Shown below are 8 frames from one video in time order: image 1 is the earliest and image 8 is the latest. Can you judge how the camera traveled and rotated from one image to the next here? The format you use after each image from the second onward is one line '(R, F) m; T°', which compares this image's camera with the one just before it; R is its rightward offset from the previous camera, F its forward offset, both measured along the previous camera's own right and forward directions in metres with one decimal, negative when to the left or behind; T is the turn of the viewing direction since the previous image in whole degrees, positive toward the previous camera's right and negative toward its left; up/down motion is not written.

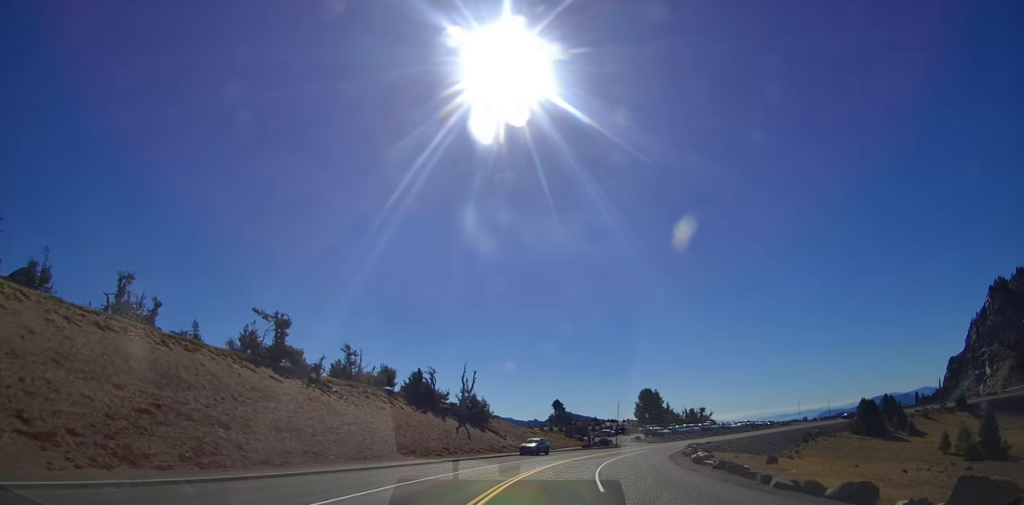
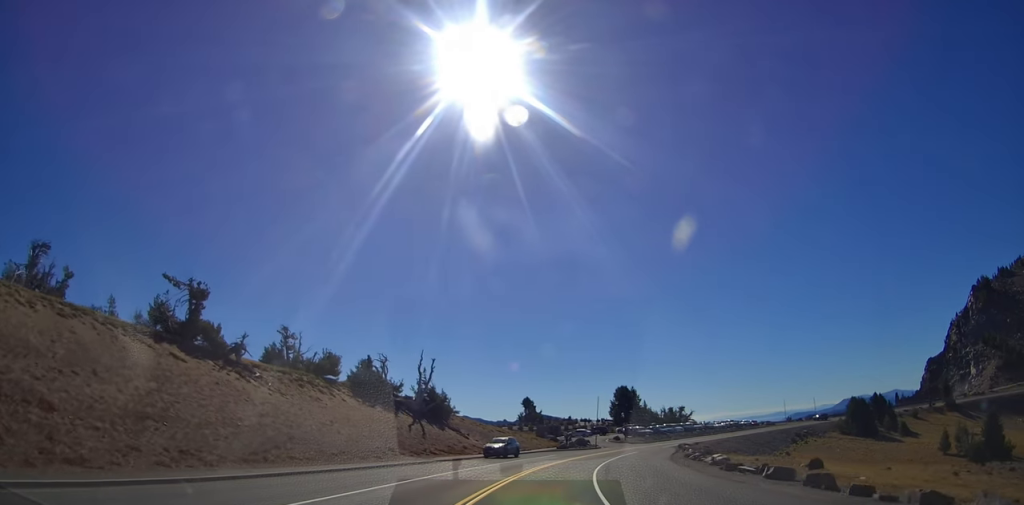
(+0.3, +9.7) m; +4°
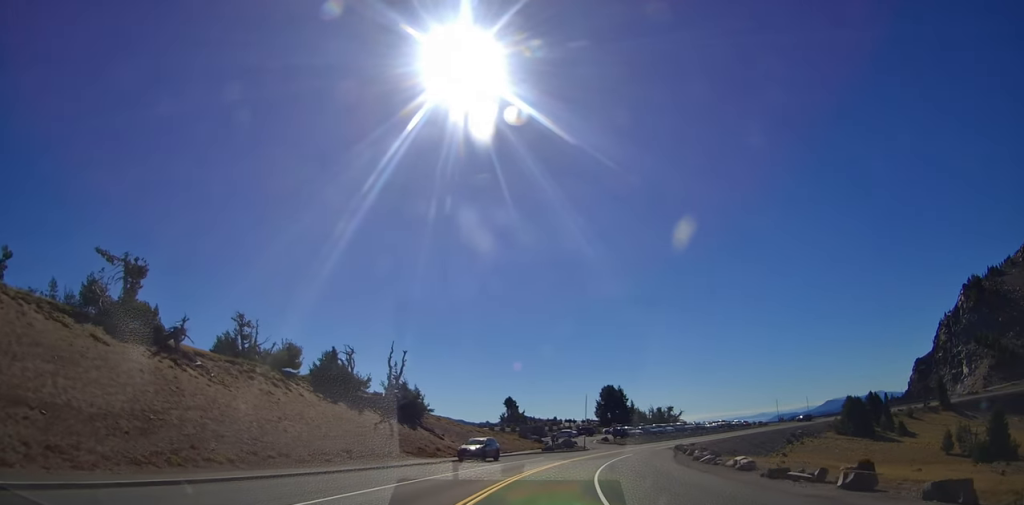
(+0.1, +5.9) m; +3°
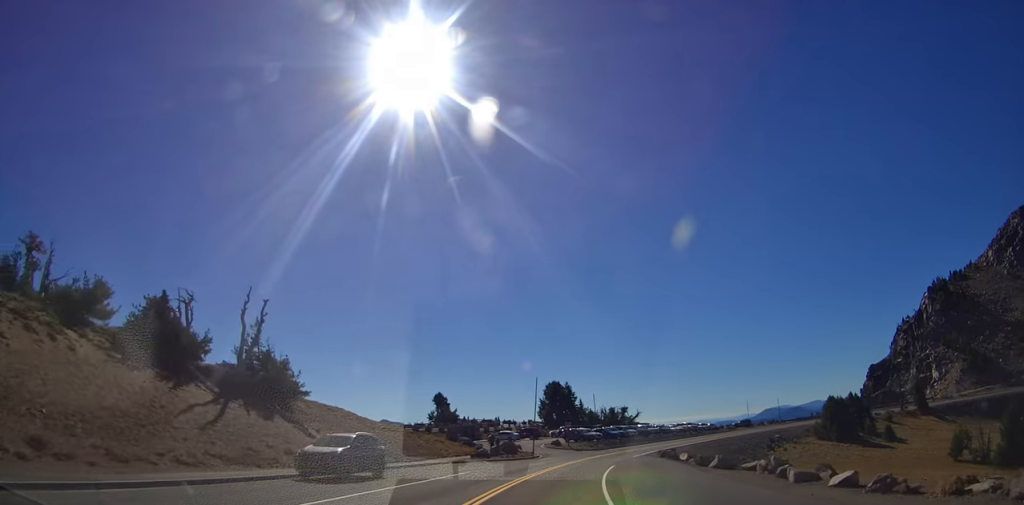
(+0.7, +19.2) m; +4°
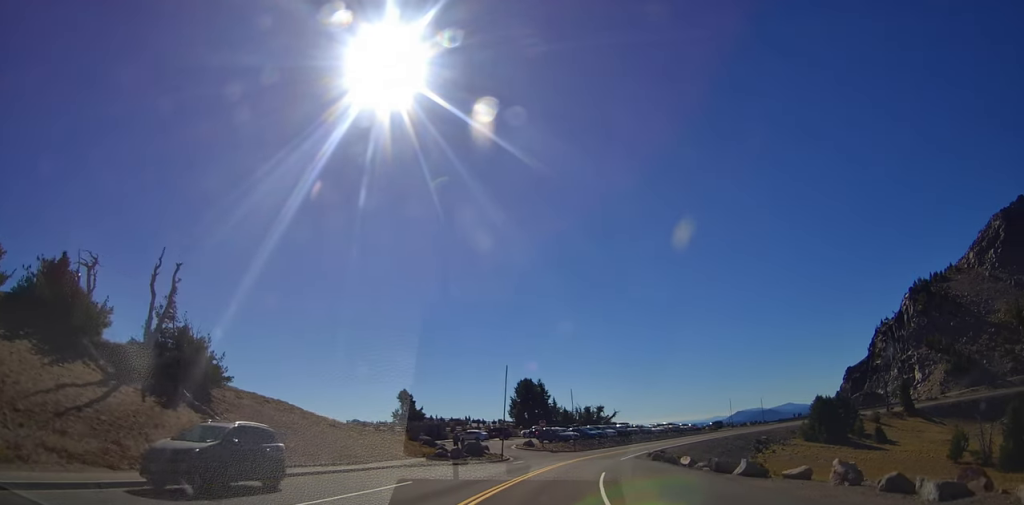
(-0.6, +7.0) m; +3°
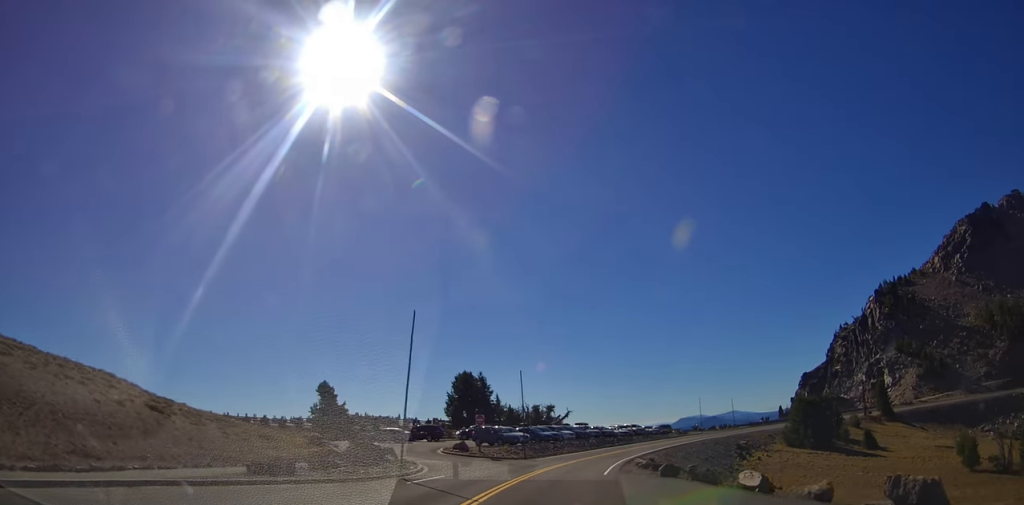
(+2.0, +15.8) m; +7°
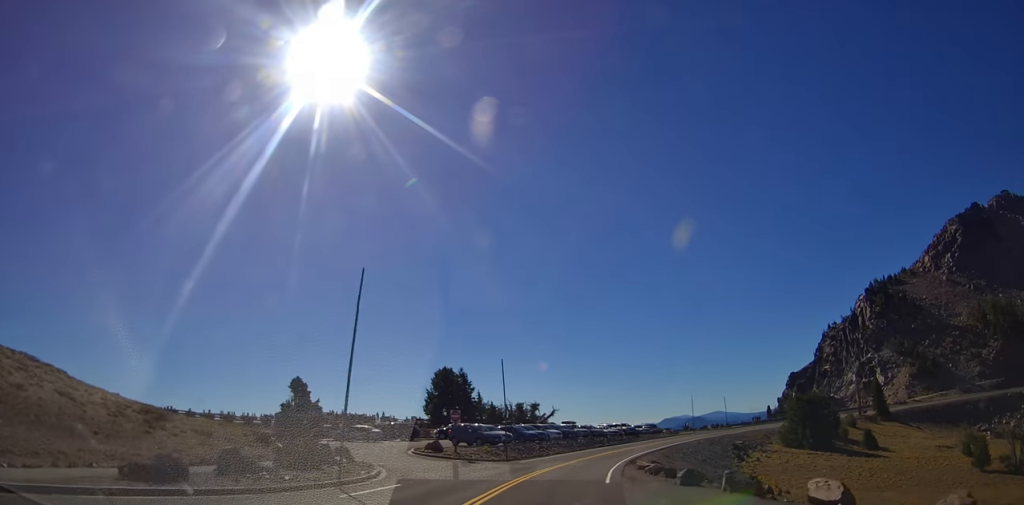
(-0.2, +5.2) m; 0°
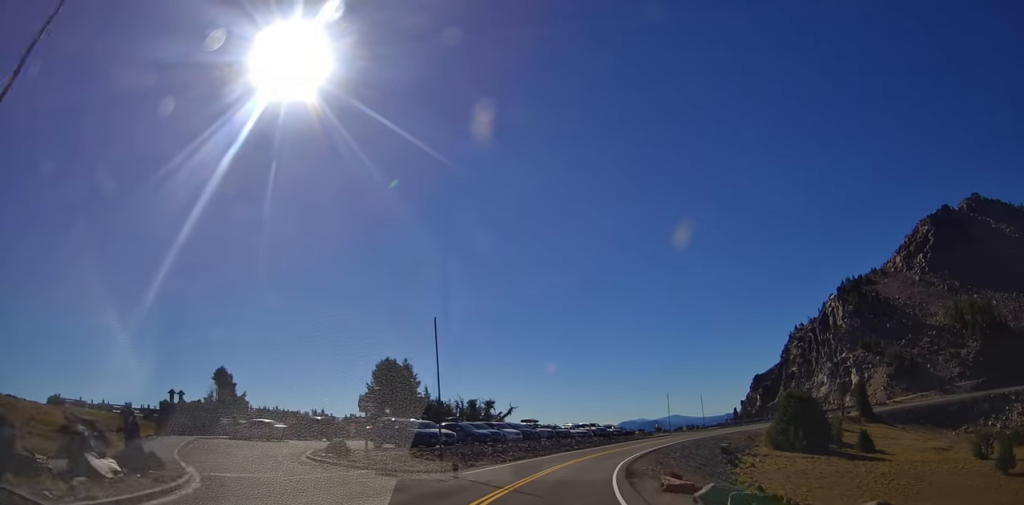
(+0.4, +12.2) m; +6°
